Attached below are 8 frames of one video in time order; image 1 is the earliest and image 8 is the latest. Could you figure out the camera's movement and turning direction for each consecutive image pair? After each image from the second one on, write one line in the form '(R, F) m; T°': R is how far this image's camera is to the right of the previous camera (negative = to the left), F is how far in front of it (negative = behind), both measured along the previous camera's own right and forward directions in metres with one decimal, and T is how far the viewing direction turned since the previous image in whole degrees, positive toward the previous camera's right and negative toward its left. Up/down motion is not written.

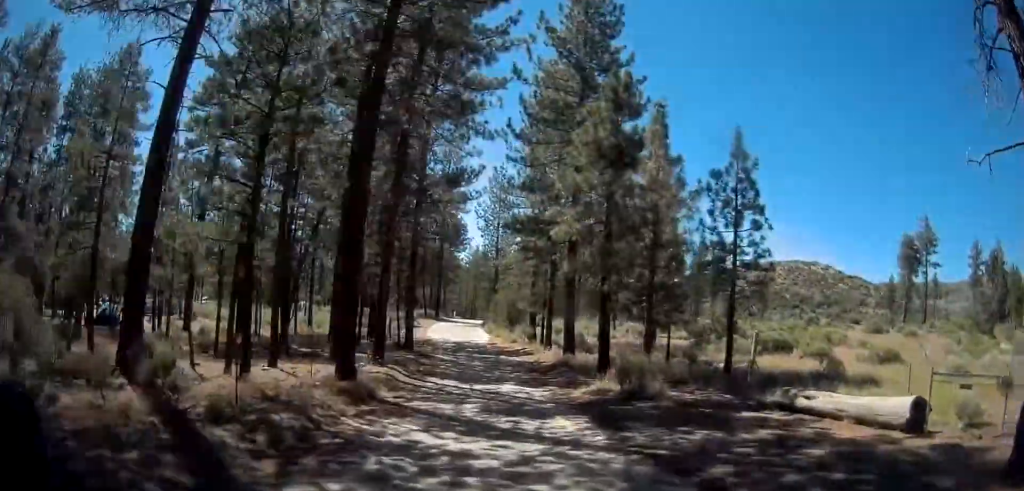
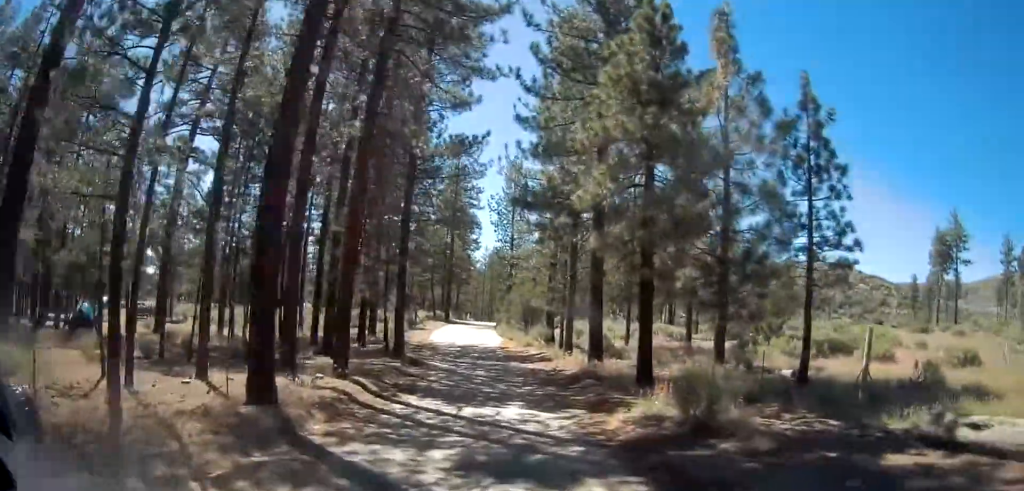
(-0.1, +5.9) m; -1°
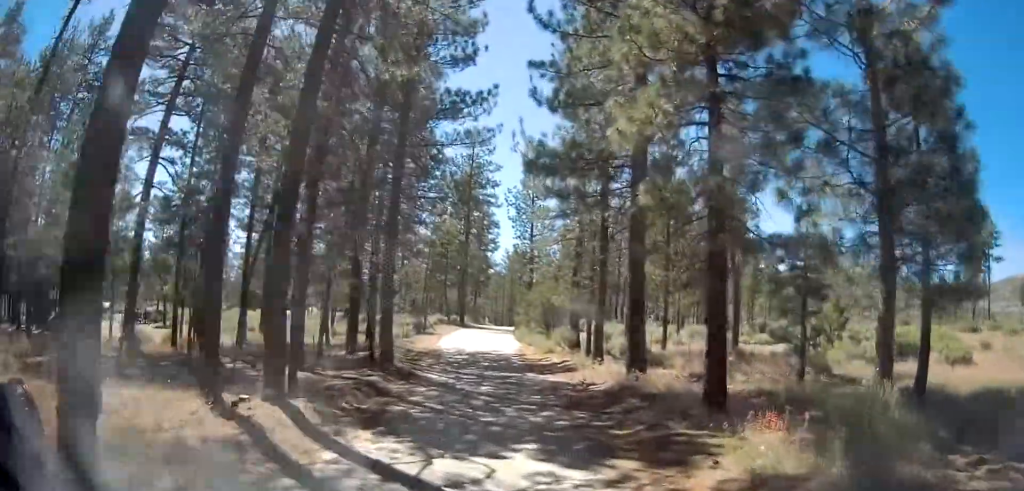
(0.0, +5.3) m; -2°
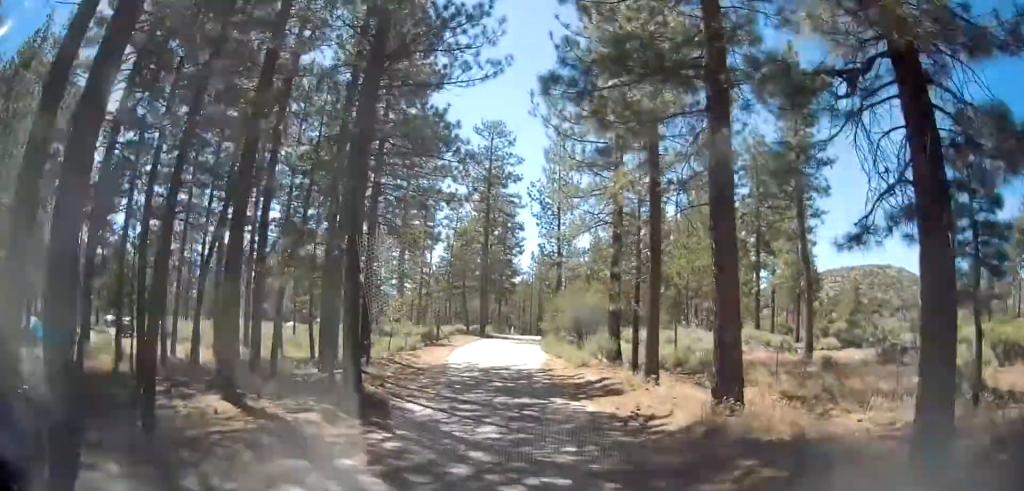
(-0.3, +6.4) m; -7°
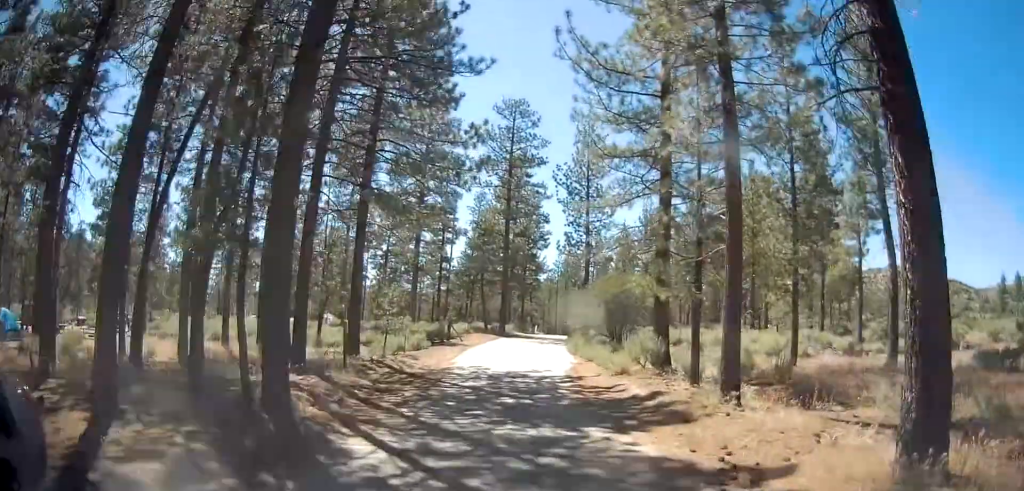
(-0.4, +5.6) m; 0°
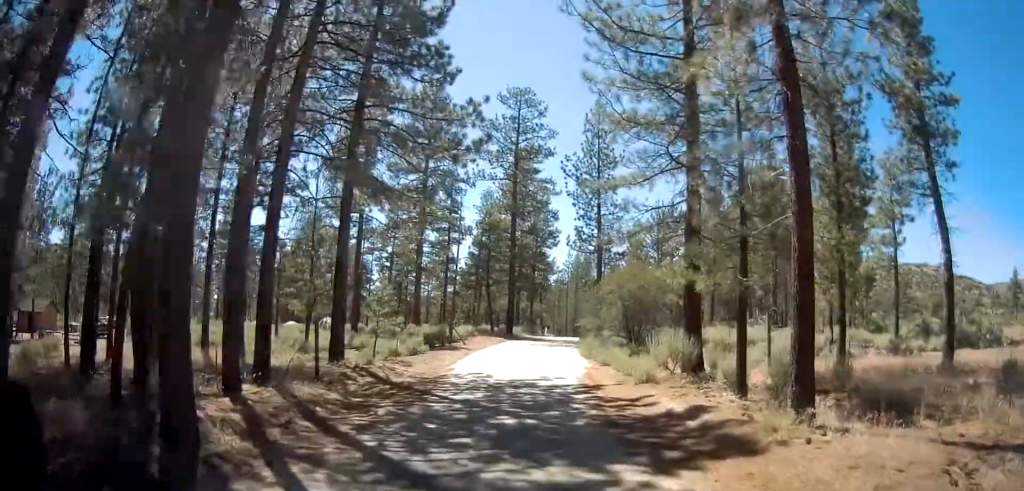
(+0.2, +3.1) m; +3°
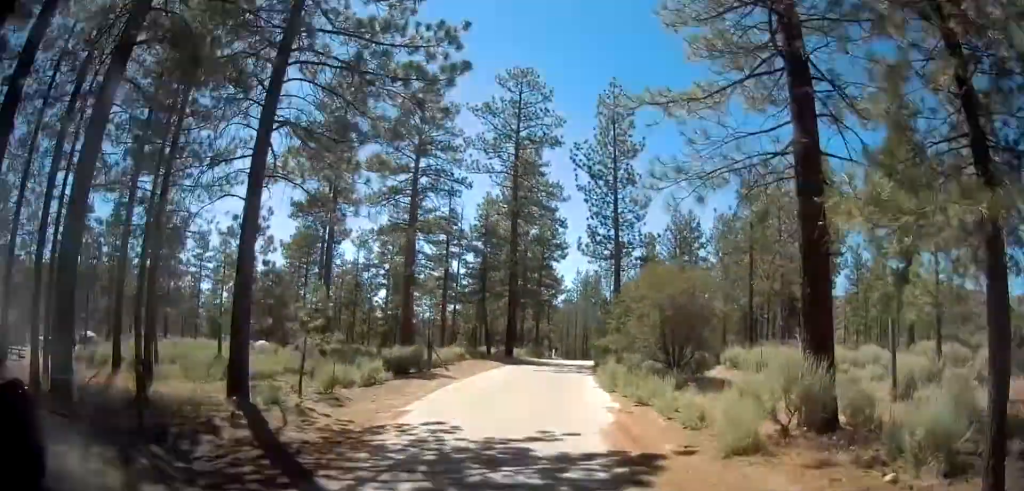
(+0.3, +7.7) m; -1°
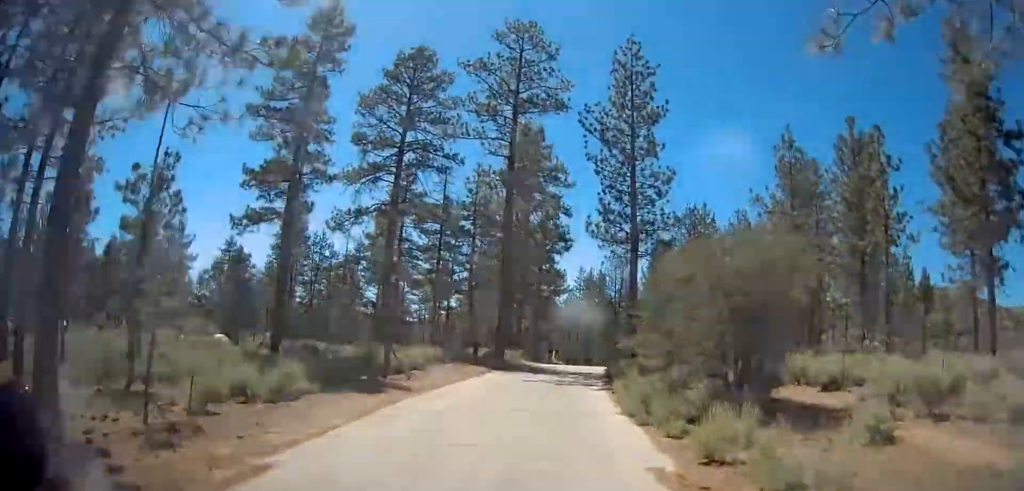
(-0.3, +7.4) m; -3°
